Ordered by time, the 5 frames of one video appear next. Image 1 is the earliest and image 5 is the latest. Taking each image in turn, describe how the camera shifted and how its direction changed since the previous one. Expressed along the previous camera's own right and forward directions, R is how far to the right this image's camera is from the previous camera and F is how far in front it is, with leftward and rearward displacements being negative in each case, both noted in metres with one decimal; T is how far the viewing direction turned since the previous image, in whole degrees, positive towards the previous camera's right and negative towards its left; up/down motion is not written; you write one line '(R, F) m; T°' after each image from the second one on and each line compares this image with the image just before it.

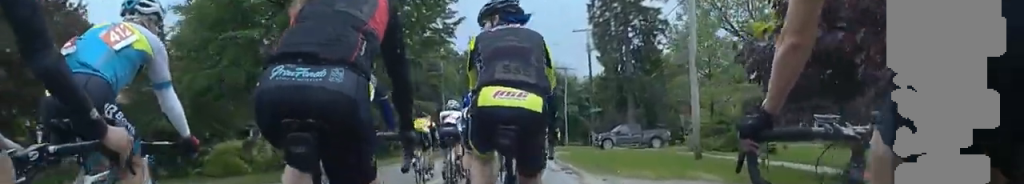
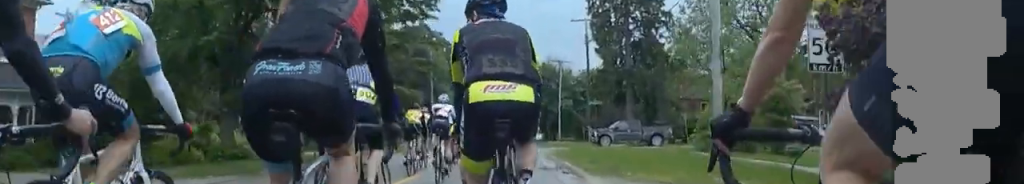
(+0.2, +4.7) m; -1°
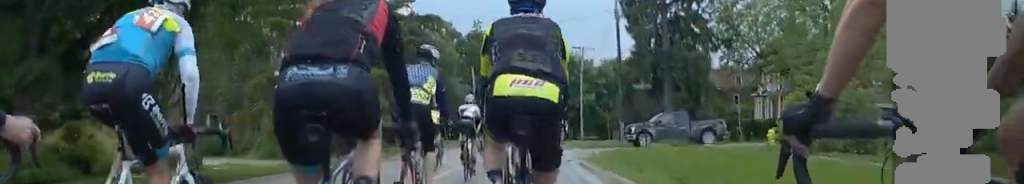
(-1.1, +11.5) m; -4°
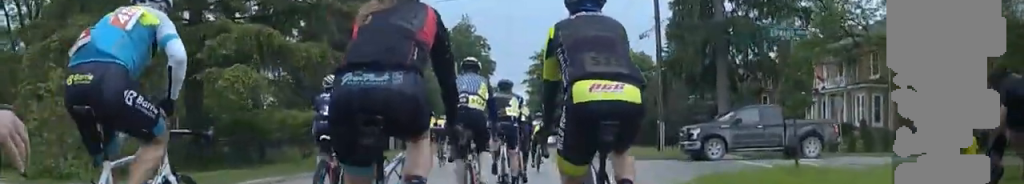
(+0.9, +15.7) m; +1°
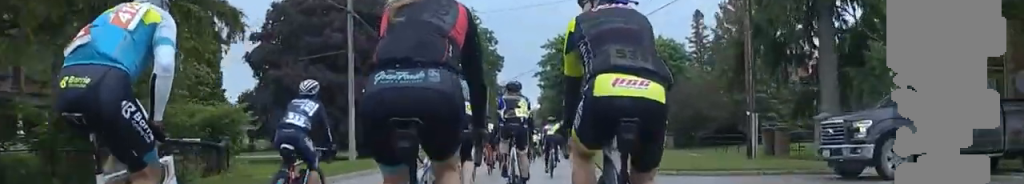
(-0.9, +10.3) m; -1°
